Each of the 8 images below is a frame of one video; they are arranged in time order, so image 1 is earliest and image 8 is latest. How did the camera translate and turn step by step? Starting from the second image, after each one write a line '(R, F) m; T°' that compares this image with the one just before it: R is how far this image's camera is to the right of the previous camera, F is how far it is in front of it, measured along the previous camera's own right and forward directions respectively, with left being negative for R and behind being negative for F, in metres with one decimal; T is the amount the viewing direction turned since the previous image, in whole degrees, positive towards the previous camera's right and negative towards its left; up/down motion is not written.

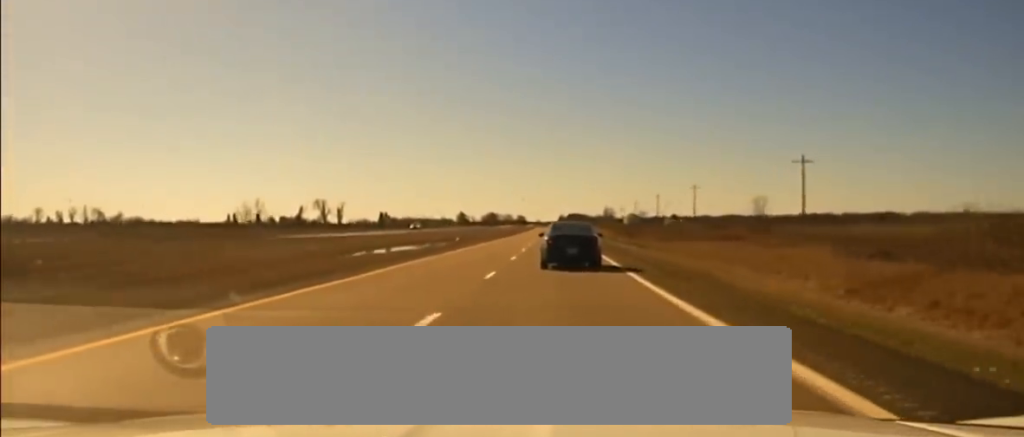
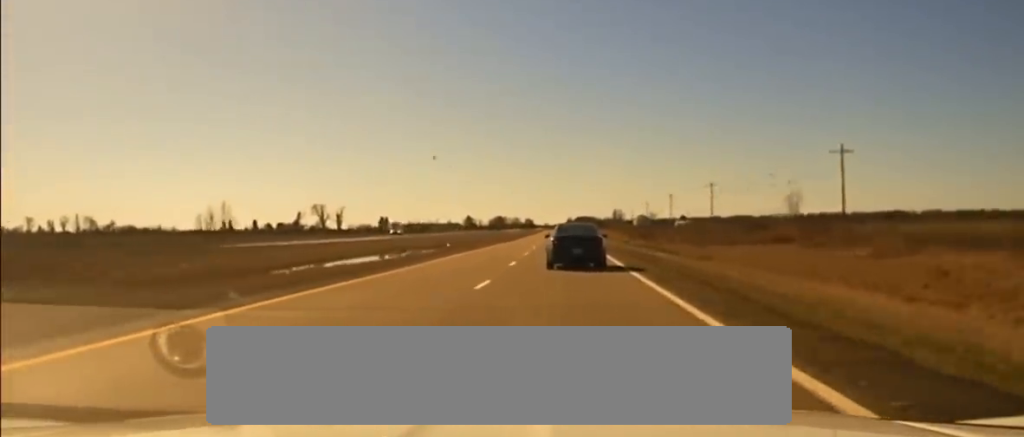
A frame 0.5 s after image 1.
(-0.1, +18.0) m; -1°
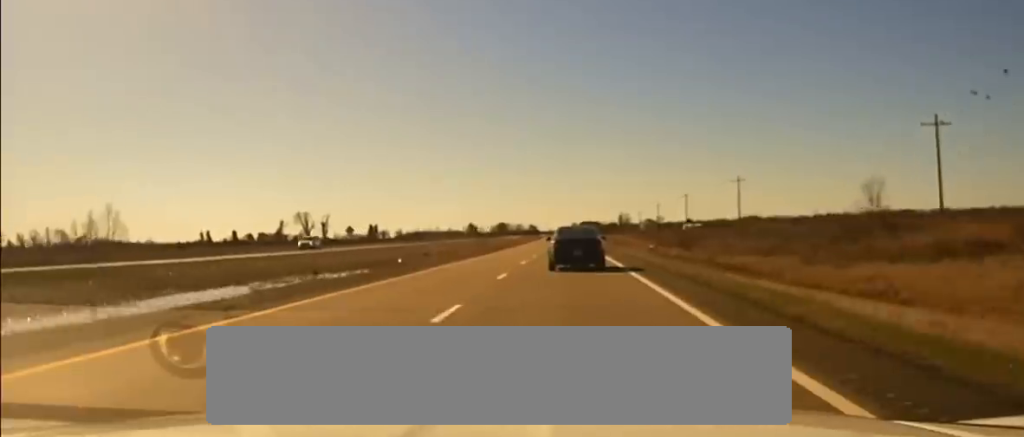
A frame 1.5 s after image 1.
(-0.4, +34.5) m; -1°
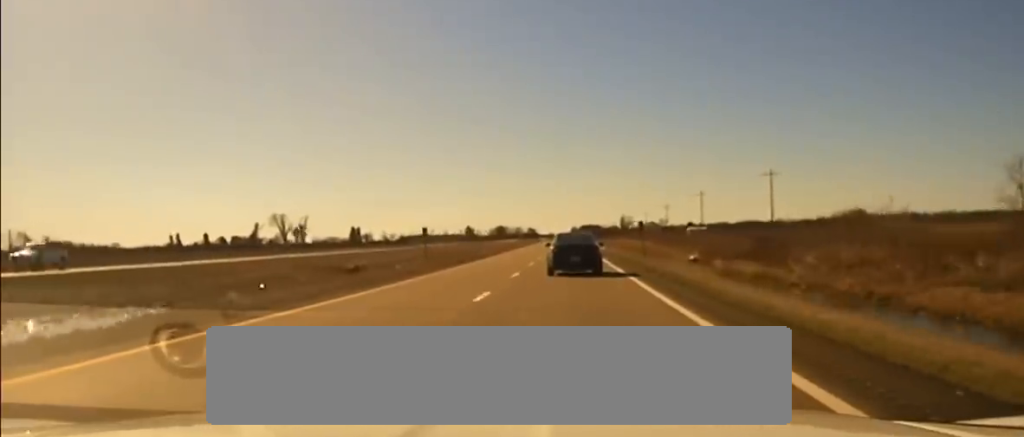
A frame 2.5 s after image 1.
(+0.1, +33.4) m; 0°
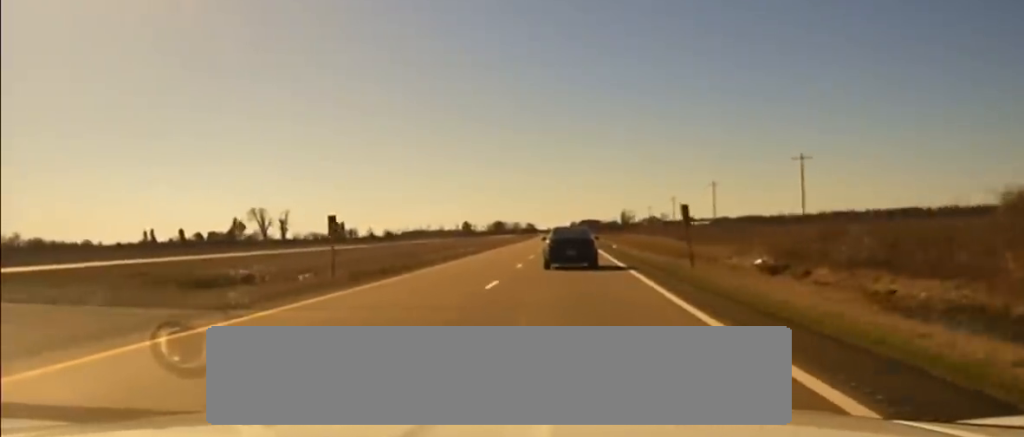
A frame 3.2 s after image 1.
(0.0, +23.0) m; 0°
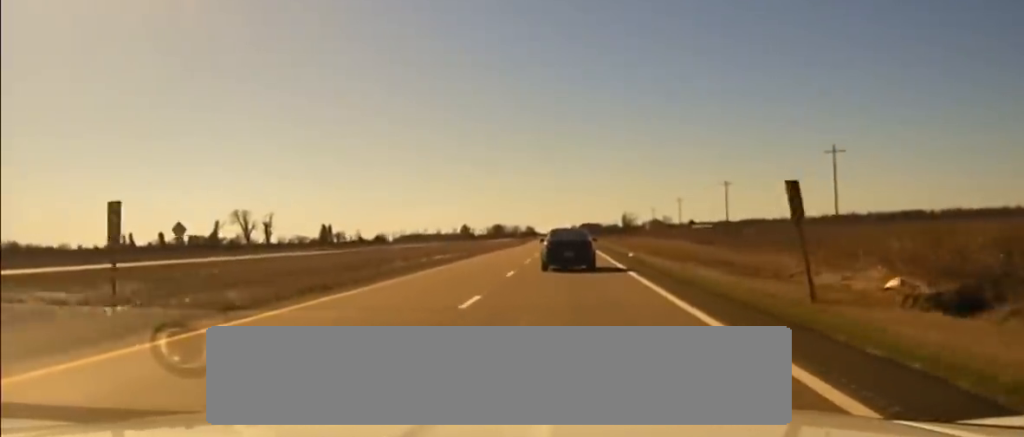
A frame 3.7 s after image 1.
(-0.2, +17.2) m; 0°
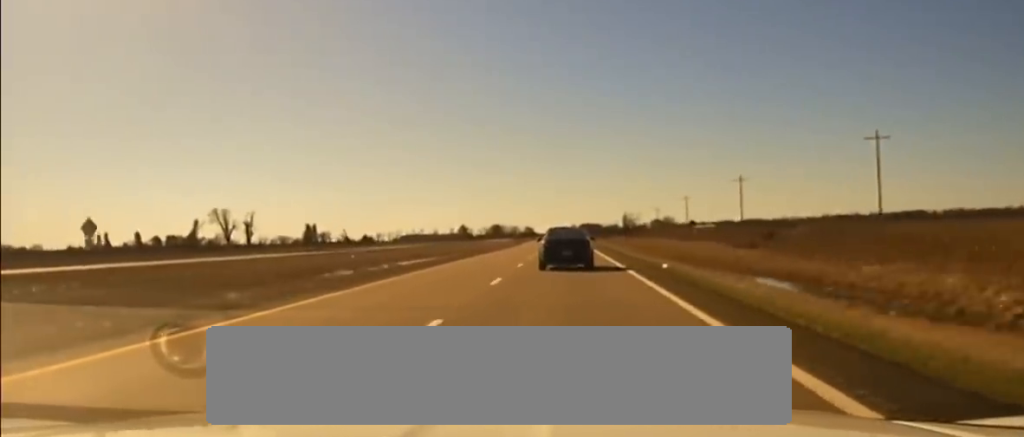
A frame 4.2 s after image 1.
(+0.1, +17.4) m; 0°
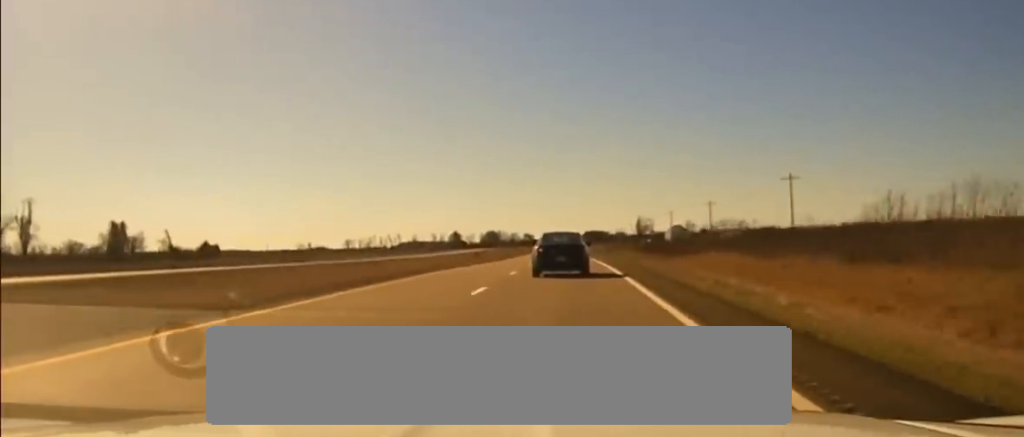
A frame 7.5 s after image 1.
(+0.1, +122.2) m; -1°
